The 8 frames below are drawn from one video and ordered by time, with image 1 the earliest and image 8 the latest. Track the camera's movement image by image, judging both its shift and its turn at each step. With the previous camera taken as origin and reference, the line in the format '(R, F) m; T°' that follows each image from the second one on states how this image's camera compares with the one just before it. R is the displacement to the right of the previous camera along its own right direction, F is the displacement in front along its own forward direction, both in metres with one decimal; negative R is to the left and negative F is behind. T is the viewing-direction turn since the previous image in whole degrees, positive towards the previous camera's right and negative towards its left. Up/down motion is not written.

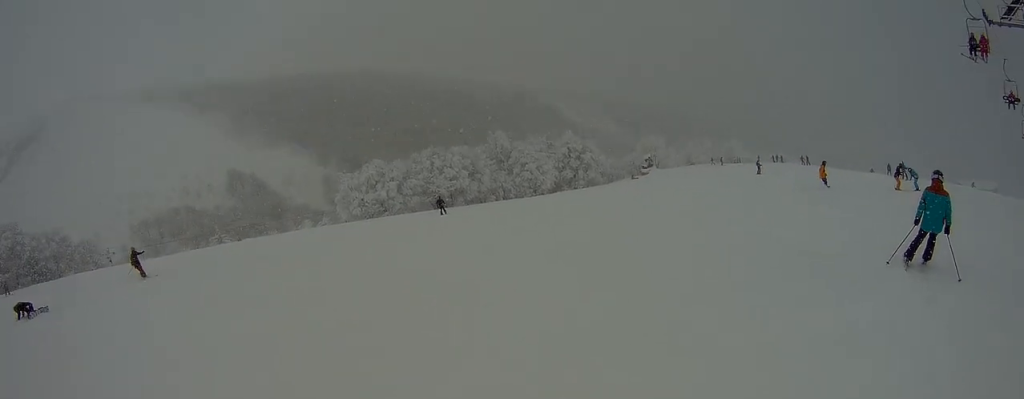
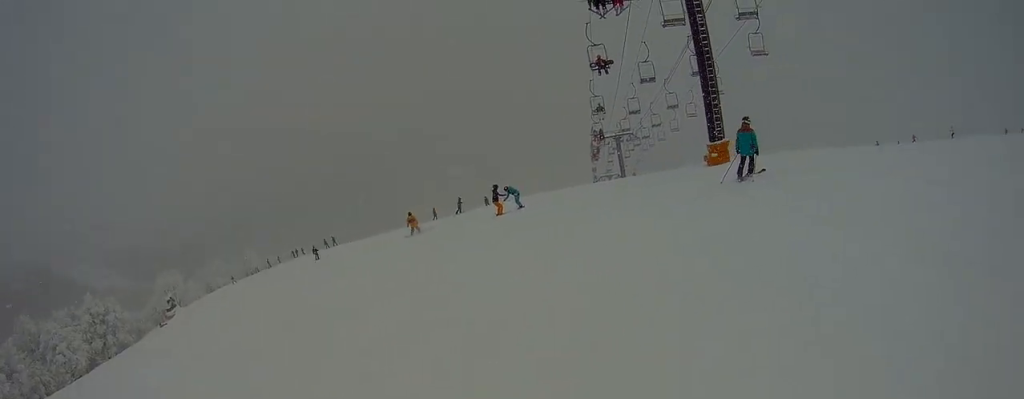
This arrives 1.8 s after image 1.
(+4.6, +3.9) m; +90°
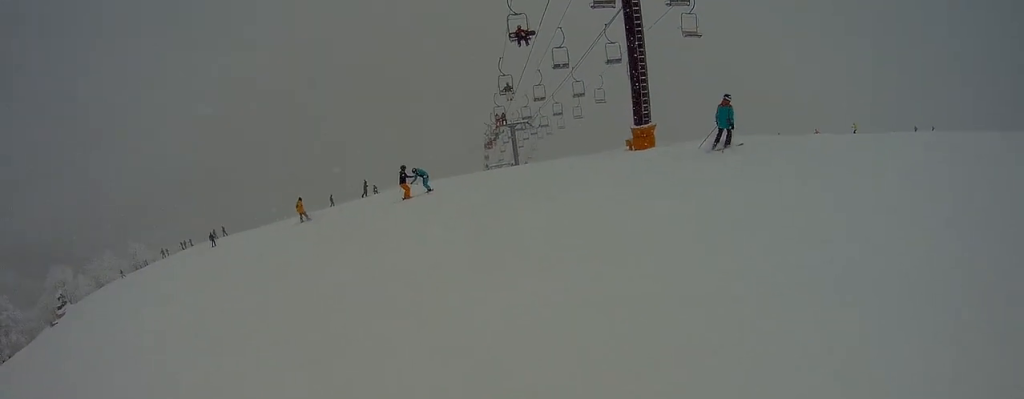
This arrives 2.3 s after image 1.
(+0.6, +3.0) m; +11°
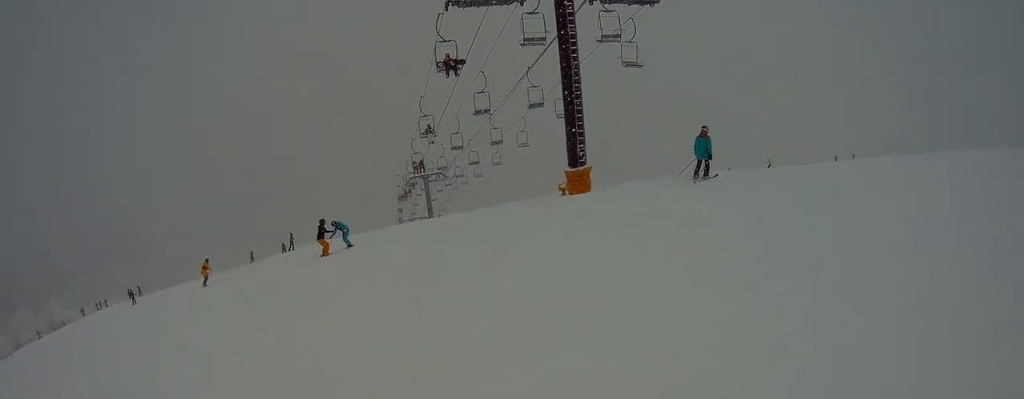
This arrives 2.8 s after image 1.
(0.0, +2.7) m; +3°
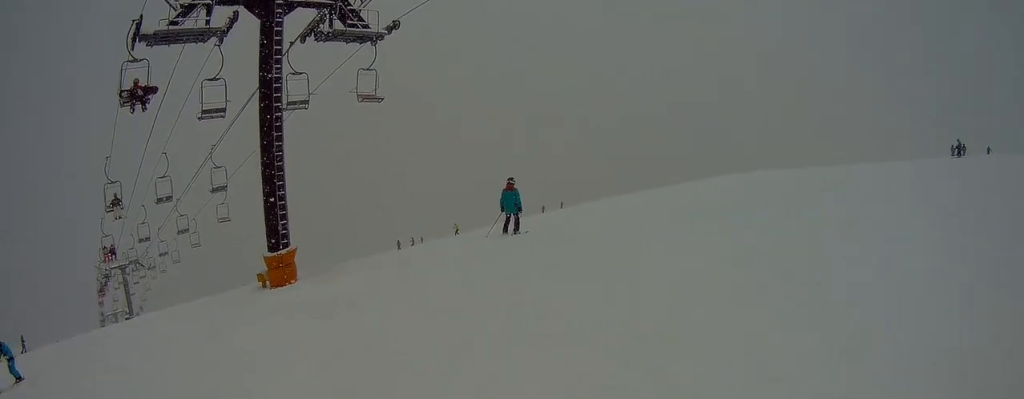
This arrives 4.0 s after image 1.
(+0.5, +6.2) m; +21°
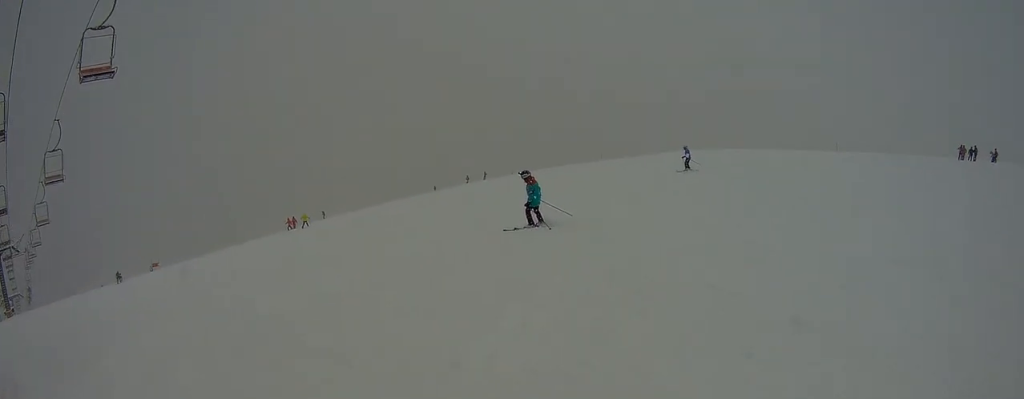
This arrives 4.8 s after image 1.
(+0.9, +3.5) m; +14°
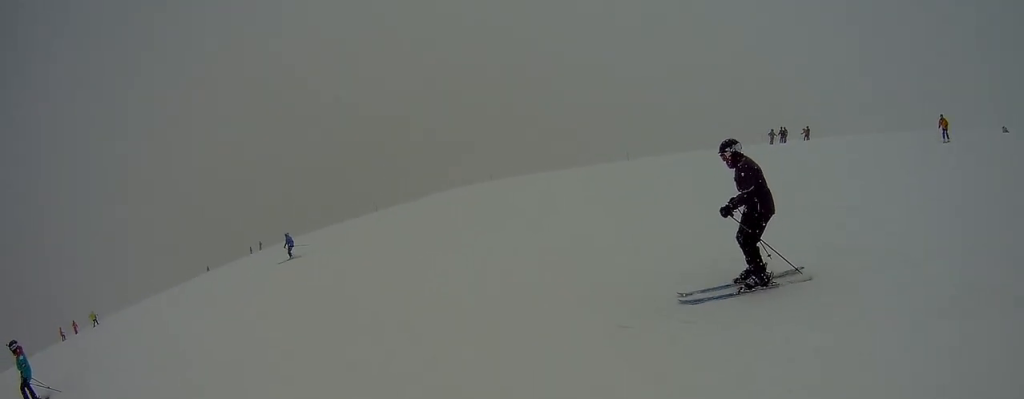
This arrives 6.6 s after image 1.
(+0.5, +7.2) m; +5°
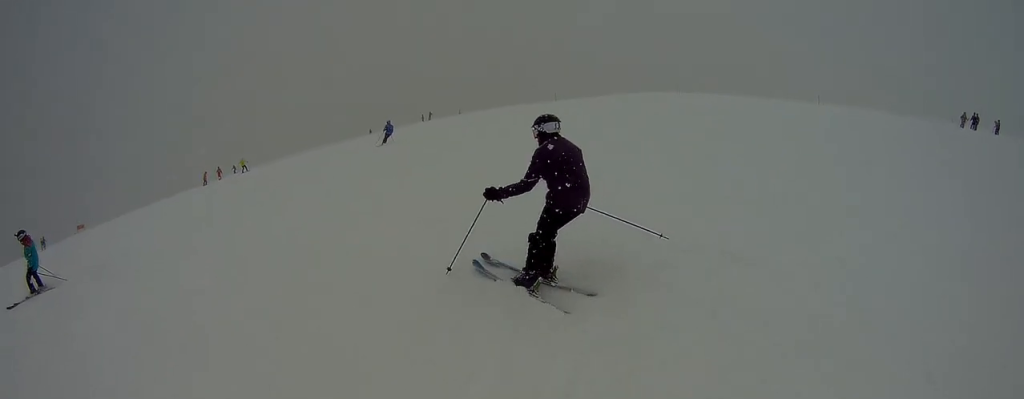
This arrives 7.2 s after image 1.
(+0.6, +2.3) m; 0°
